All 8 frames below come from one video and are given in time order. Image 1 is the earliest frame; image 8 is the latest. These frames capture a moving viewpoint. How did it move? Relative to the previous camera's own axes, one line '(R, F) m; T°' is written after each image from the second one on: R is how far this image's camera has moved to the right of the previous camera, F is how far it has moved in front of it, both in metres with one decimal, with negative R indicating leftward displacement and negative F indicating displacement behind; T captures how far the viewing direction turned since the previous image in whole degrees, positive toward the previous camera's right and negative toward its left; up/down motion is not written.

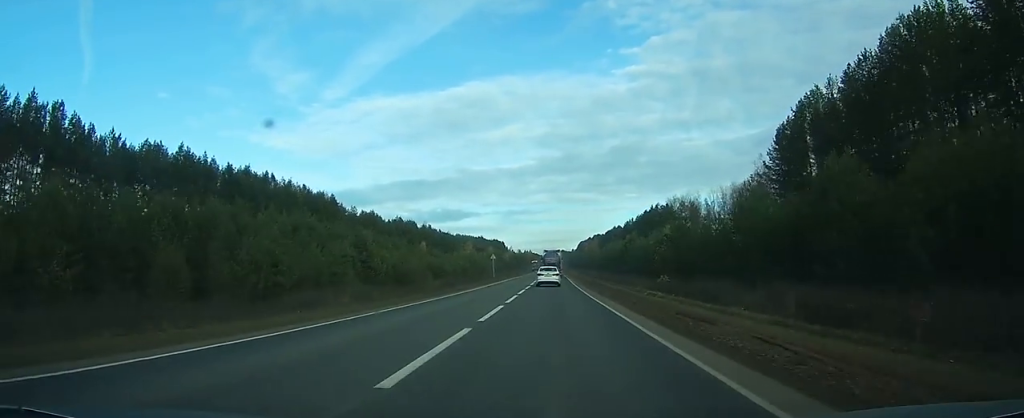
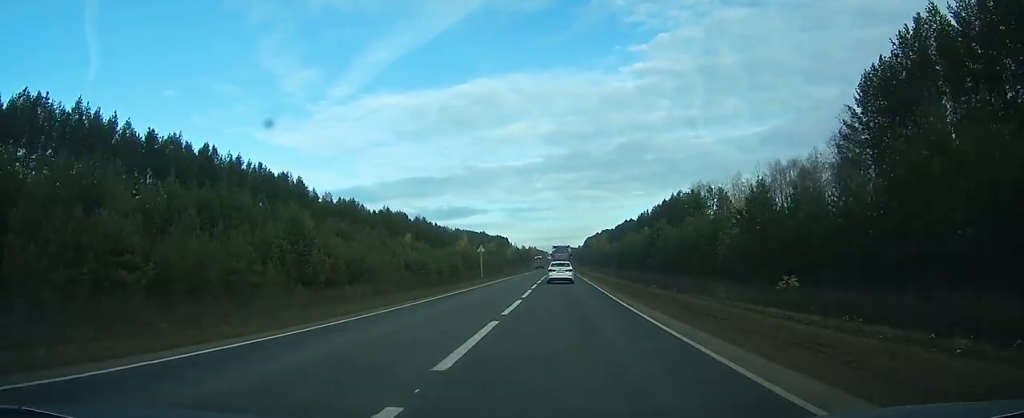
(-0.1, +23.5) m; 0°
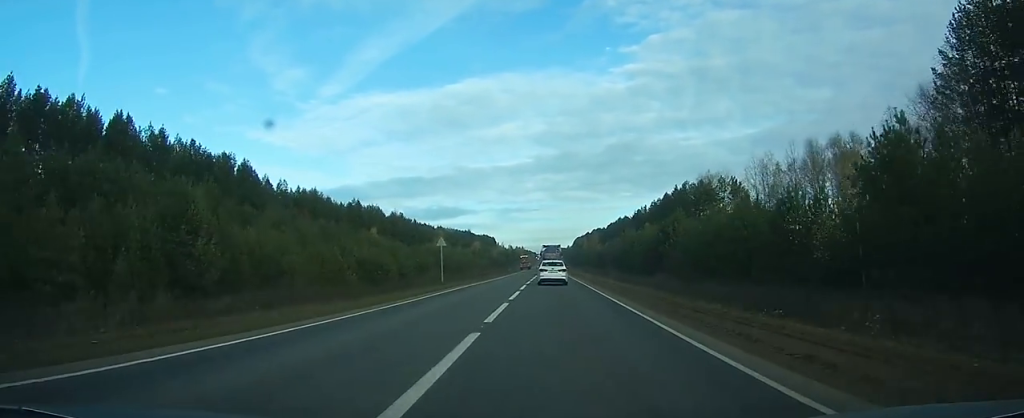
(-0.1, +18.4) m; 0°
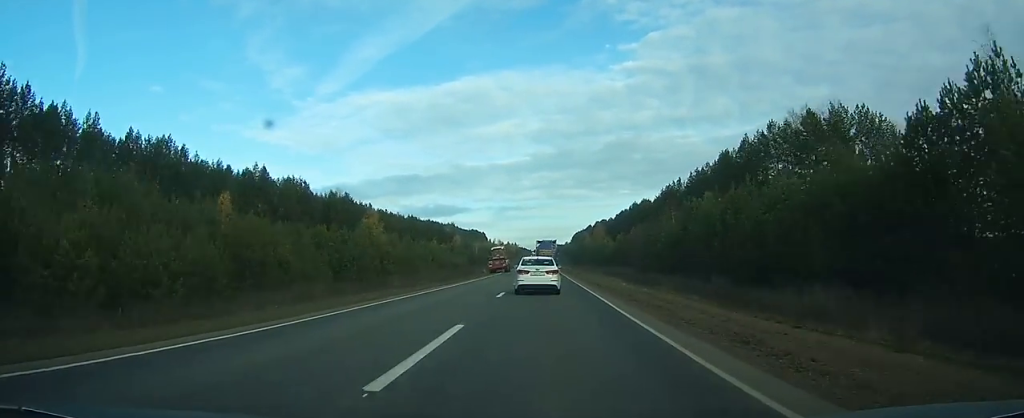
(+0.4, +55.1) m; +1°
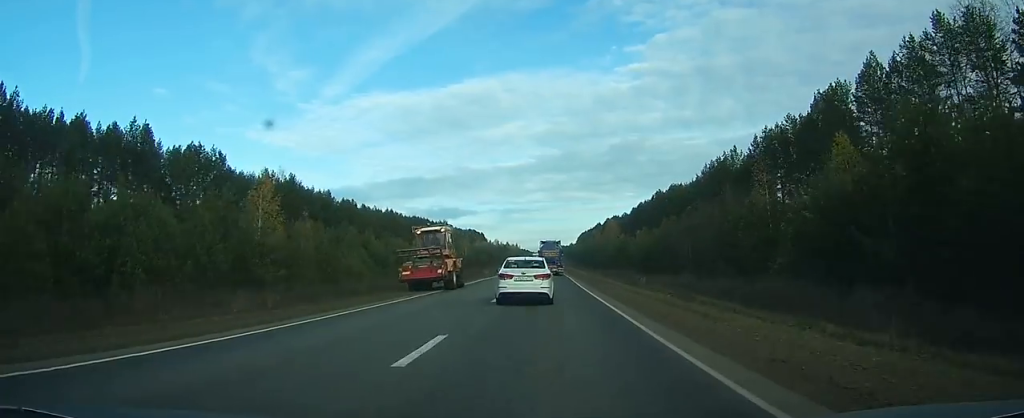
(0.0, +39.6) m; 0°
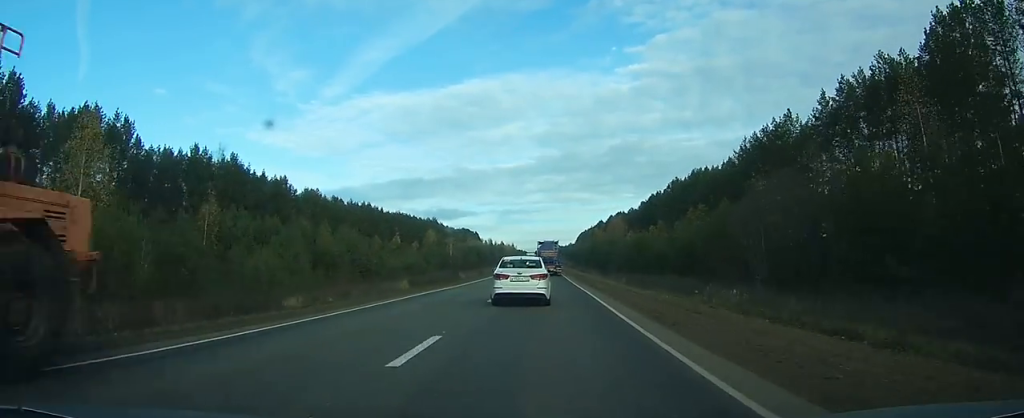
(-0.1, +25.6) m; 0°
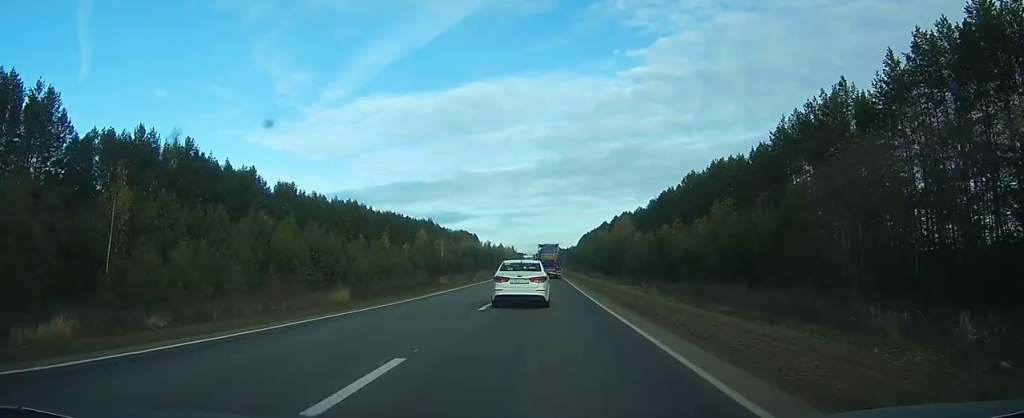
(-0.1, +15.5) m; 0°
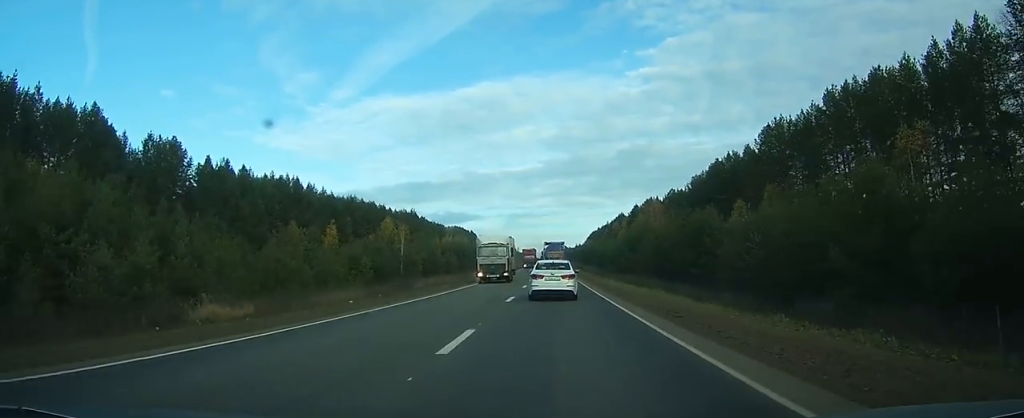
(+0.3, +45.4) m; +1°
